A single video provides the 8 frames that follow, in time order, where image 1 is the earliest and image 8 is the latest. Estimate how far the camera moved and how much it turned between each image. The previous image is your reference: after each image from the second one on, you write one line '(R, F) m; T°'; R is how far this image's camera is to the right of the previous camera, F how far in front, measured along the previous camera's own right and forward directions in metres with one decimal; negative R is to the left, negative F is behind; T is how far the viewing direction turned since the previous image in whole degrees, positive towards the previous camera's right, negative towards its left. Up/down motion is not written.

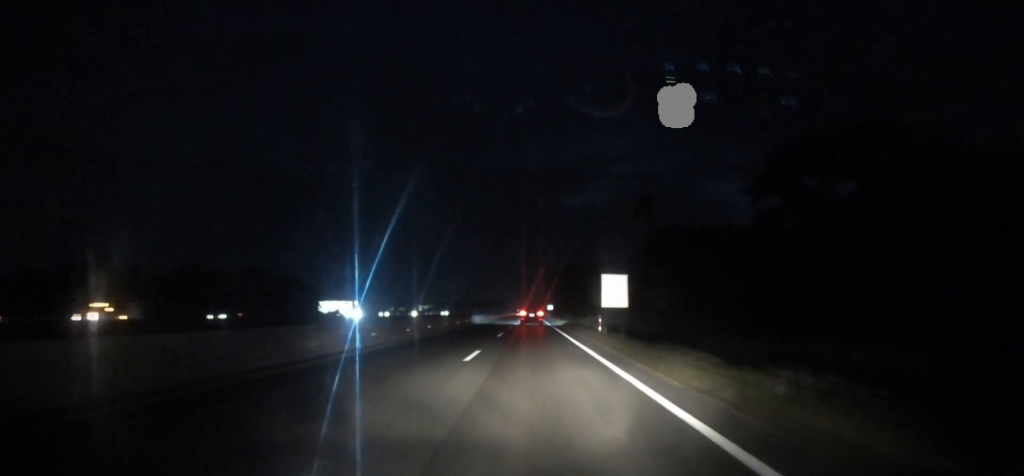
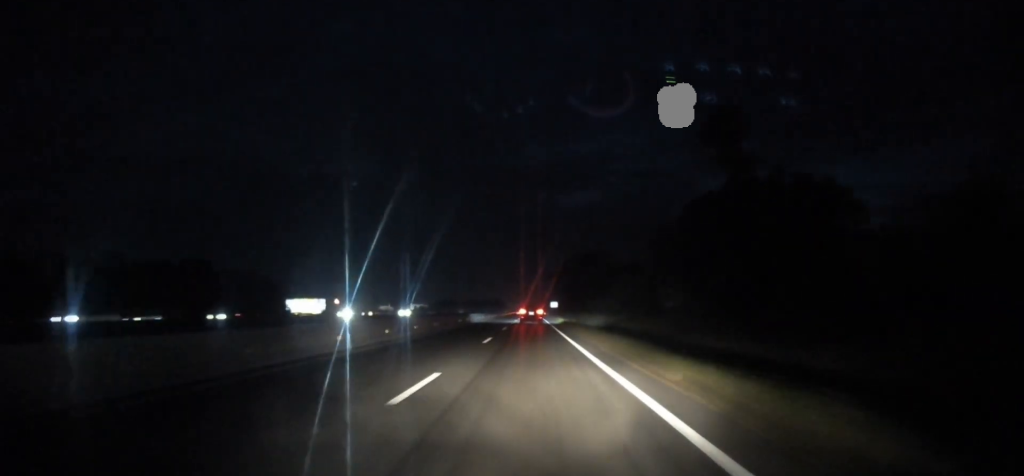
(+0.1, +40.4) m; 0°
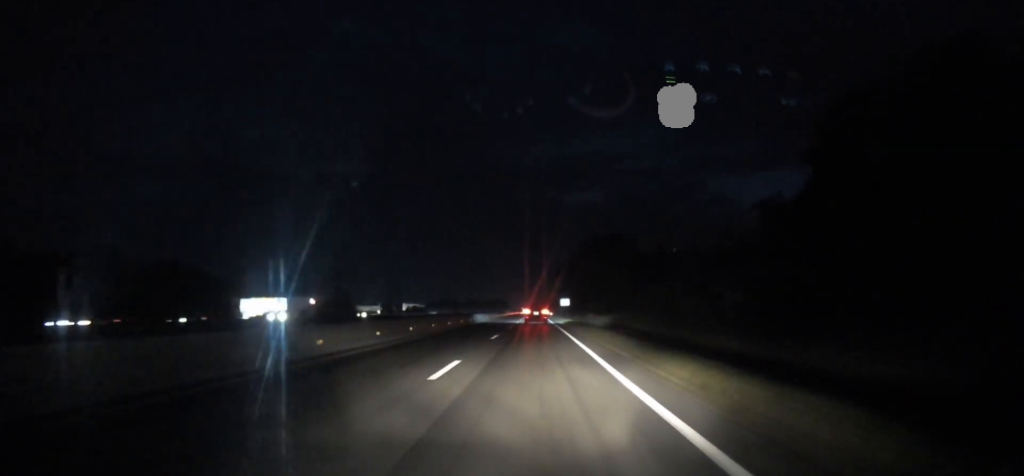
(+0.2, +44.8) m; 0°
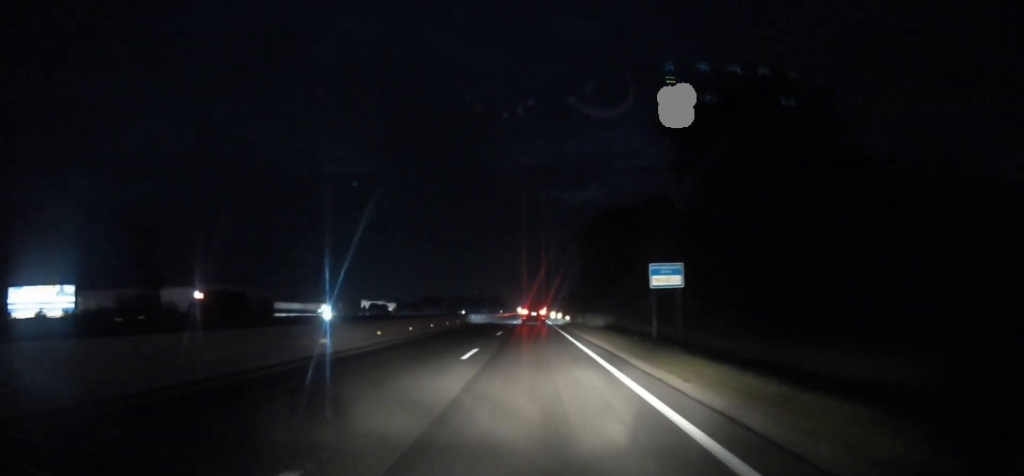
(-0.6, +103.6) m; -1°
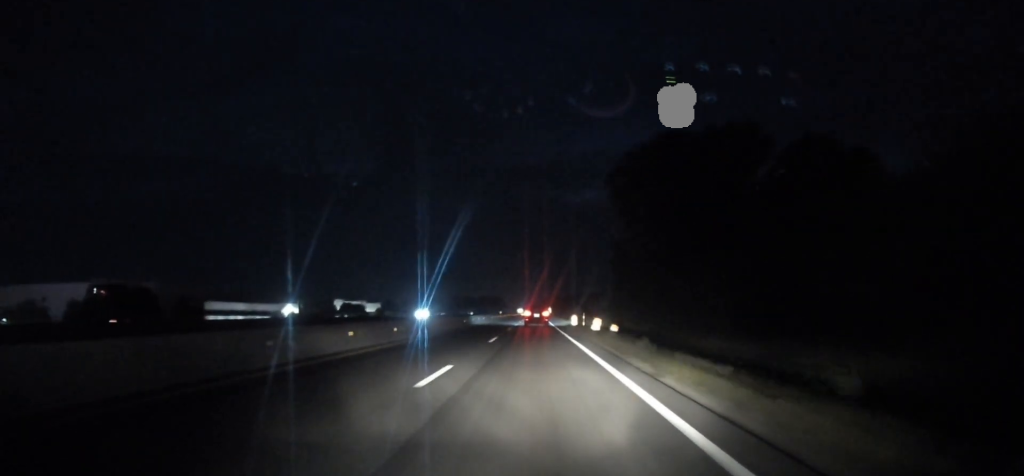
(-0.1, +50.6) m; 0°
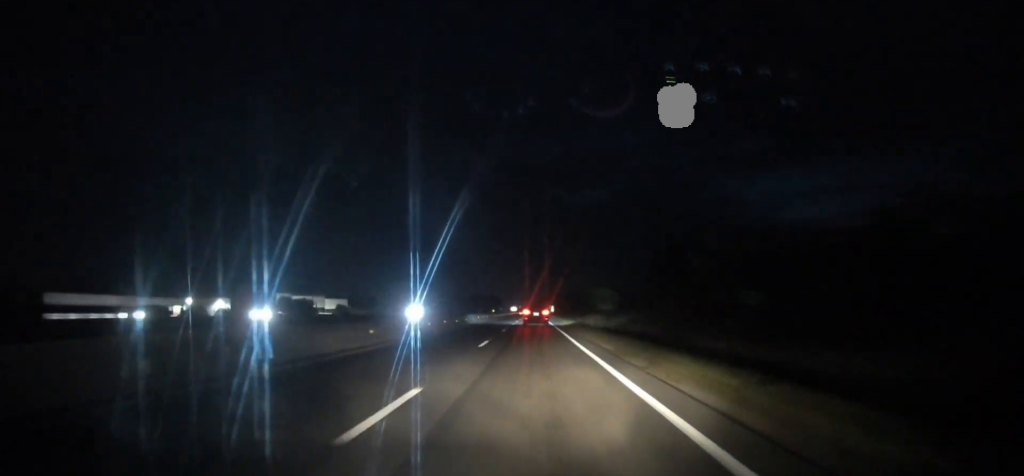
(0.0, +65.4) m; 0°
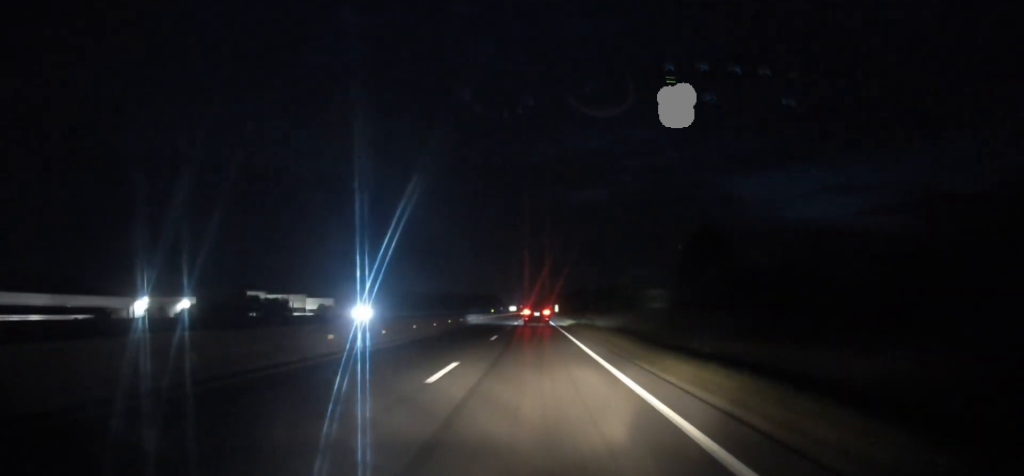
(0.0, +24.8) m; 0°
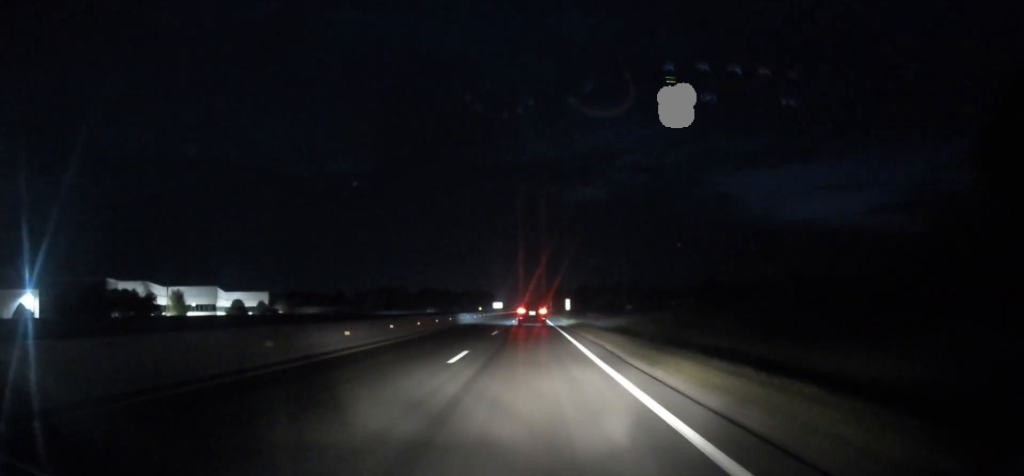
(+0.3, +72.5) m; 0°
